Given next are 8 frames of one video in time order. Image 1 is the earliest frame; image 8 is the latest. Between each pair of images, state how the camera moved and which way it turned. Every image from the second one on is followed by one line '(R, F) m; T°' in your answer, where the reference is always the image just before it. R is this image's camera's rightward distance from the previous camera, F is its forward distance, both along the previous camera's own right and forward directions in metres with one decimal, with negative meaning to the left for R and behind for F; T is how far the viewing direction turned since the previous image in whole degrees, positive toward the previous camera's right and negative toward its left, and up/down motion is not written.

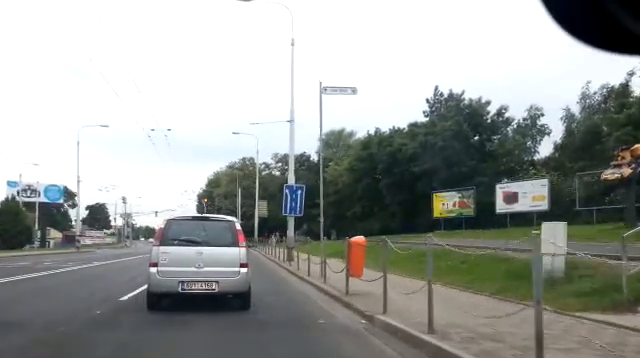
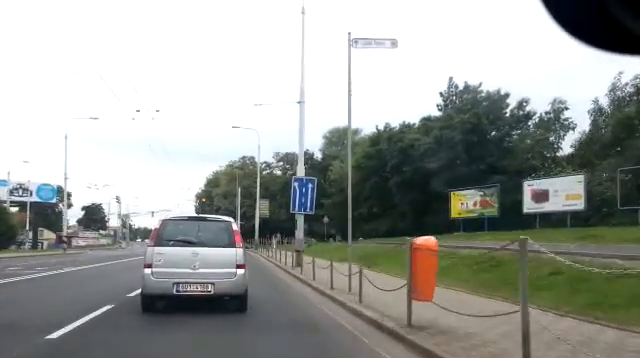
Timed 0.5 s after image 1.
(-0.1, +3.5) m; -2°
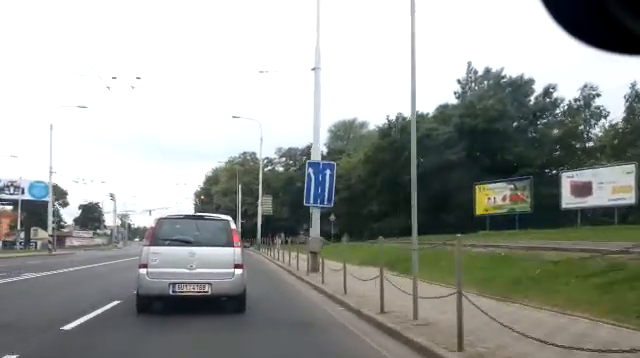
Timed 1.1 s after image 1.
(-0.1, +3.7) m; -1°
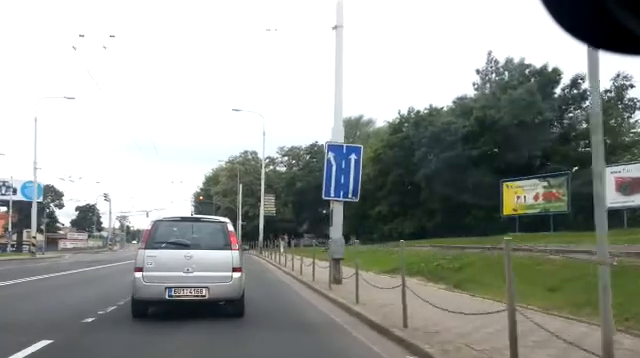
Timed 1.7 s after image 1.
(-0.1, +3.5) m; -1°
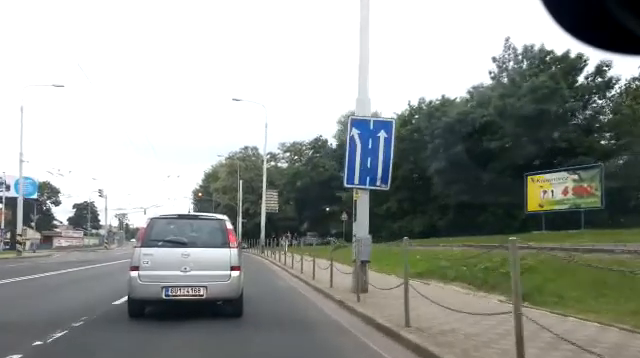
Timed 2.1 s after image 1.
(0.0, +2.6) m; +2°
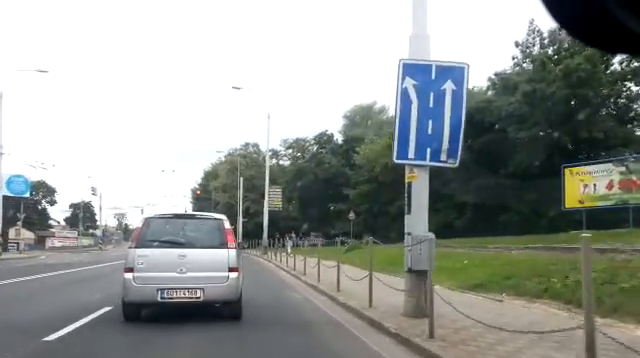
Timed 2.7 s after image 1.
(-0.1, +3.3) m; +2°
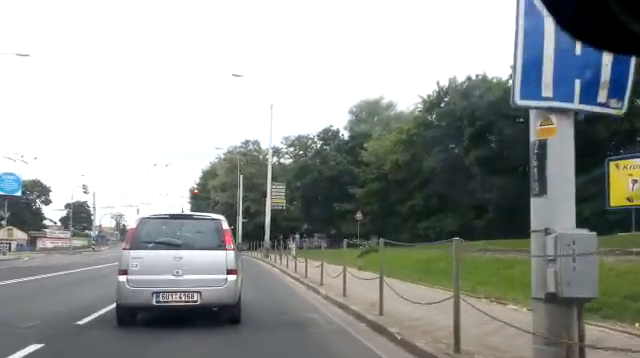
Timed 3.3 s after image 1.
(+0.3, +3.1) m; 0°
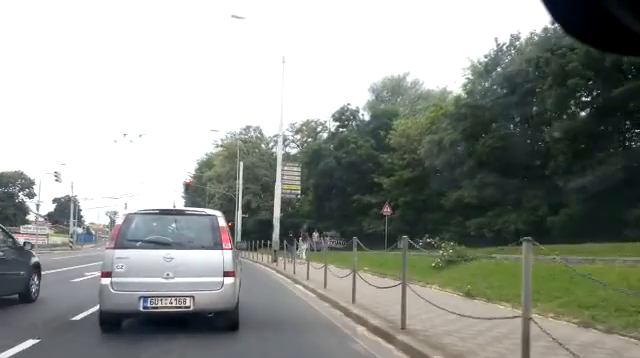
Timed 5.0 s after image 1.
(-0.3, +9.1) m; -4°
